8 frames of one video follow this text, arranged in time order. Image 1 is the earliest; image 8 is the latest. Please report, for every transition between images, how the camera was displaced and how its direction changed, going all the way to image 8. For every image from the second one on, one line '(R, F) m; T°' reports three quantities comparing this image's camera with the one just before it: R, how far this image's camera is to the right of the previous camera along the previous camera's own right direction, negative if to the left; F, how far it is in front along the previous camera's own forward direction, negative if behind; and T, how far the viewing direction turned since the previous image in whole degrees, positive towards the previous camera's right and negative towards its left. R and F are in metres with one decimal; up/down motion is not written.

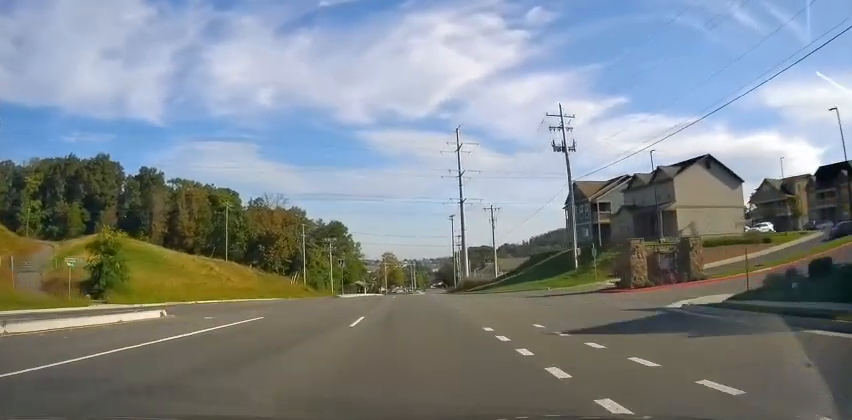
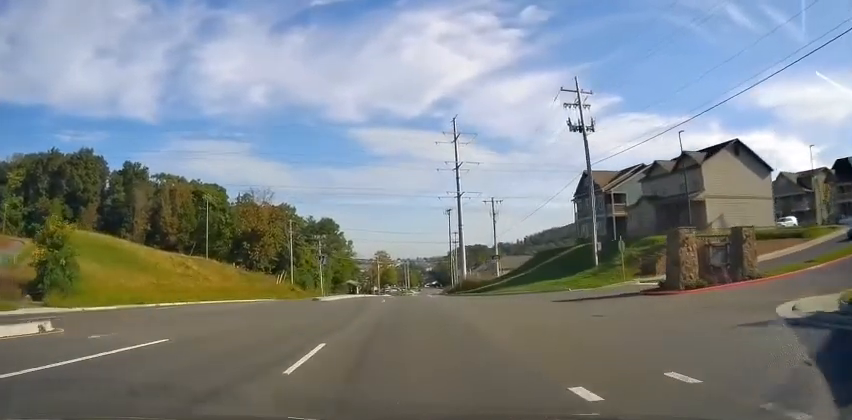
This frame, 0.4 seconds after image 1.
(+0.1, +6.7) m; +1°
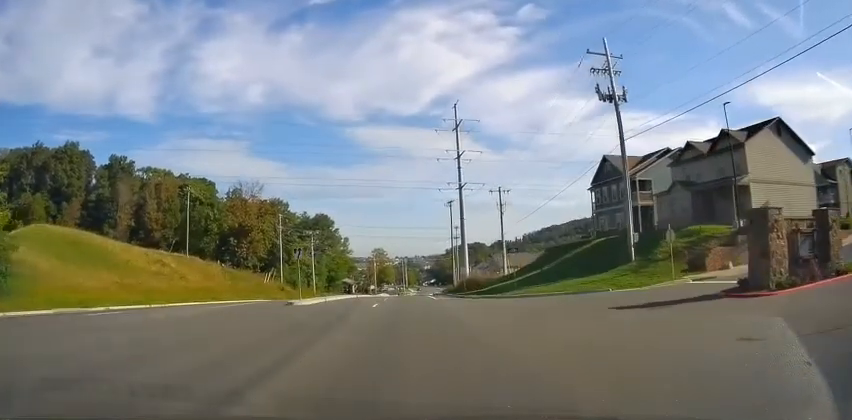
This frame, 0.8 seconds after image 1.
(0.0, +7.5) m; 0°
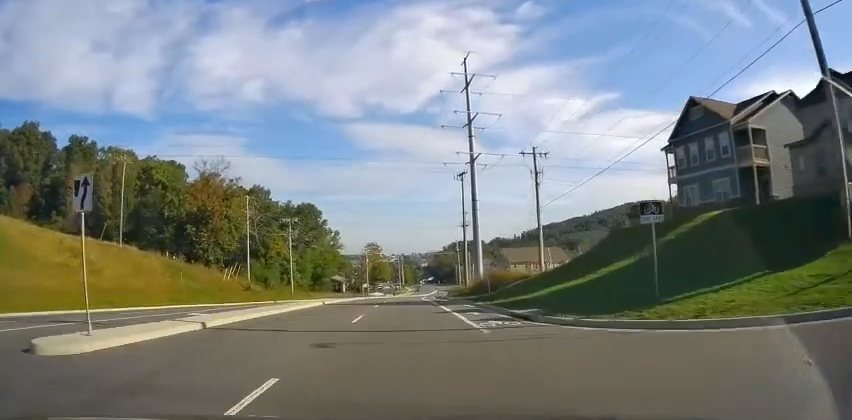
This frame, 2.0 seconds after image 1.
(0.0, +19.6) m; +2°
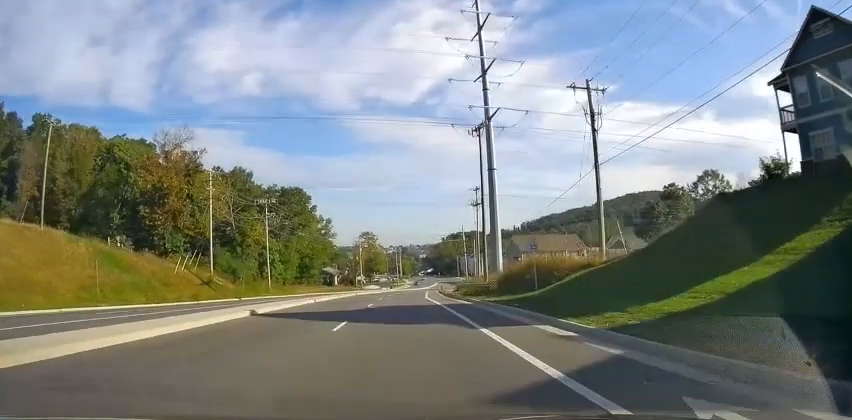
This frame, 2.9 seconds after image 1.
(+0.5, +15.5) m; +1°
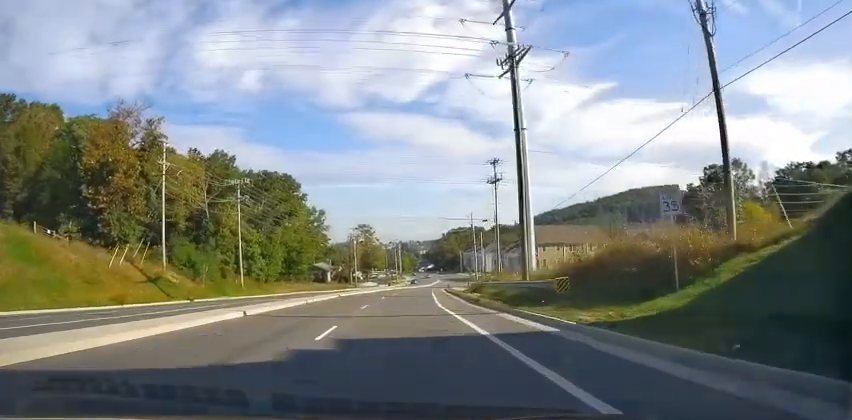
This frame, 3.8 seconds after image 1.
(0.0, +14.2) m; 0°
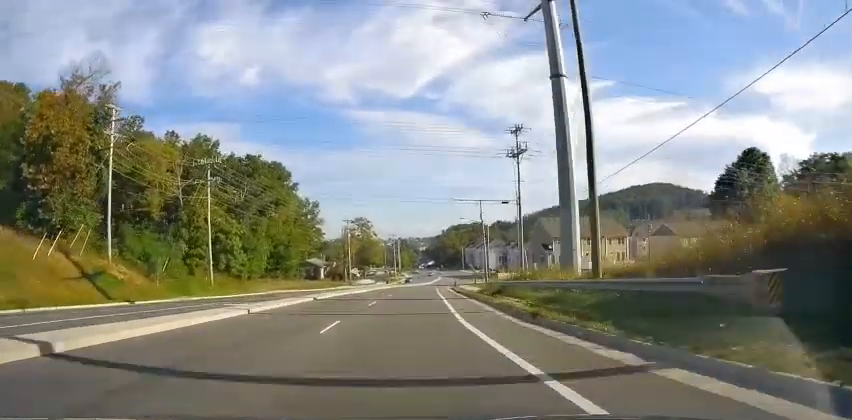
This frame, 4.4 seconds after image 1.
(0.0, +10.8) m; 0°
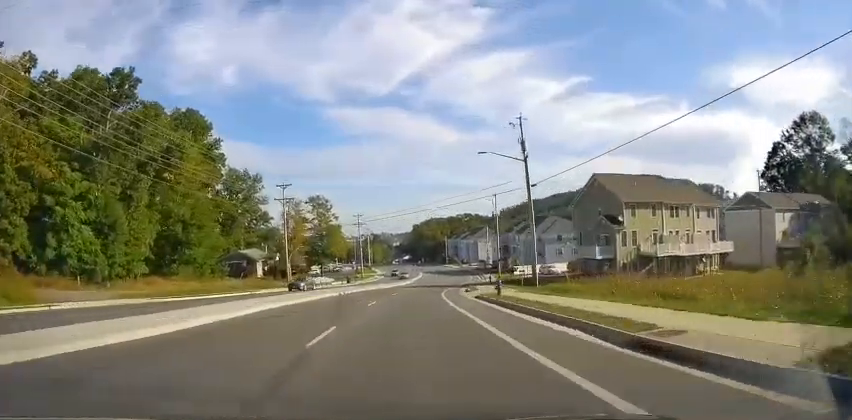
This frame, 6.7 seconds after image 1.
(+0.5, +39.3) m; +2°
